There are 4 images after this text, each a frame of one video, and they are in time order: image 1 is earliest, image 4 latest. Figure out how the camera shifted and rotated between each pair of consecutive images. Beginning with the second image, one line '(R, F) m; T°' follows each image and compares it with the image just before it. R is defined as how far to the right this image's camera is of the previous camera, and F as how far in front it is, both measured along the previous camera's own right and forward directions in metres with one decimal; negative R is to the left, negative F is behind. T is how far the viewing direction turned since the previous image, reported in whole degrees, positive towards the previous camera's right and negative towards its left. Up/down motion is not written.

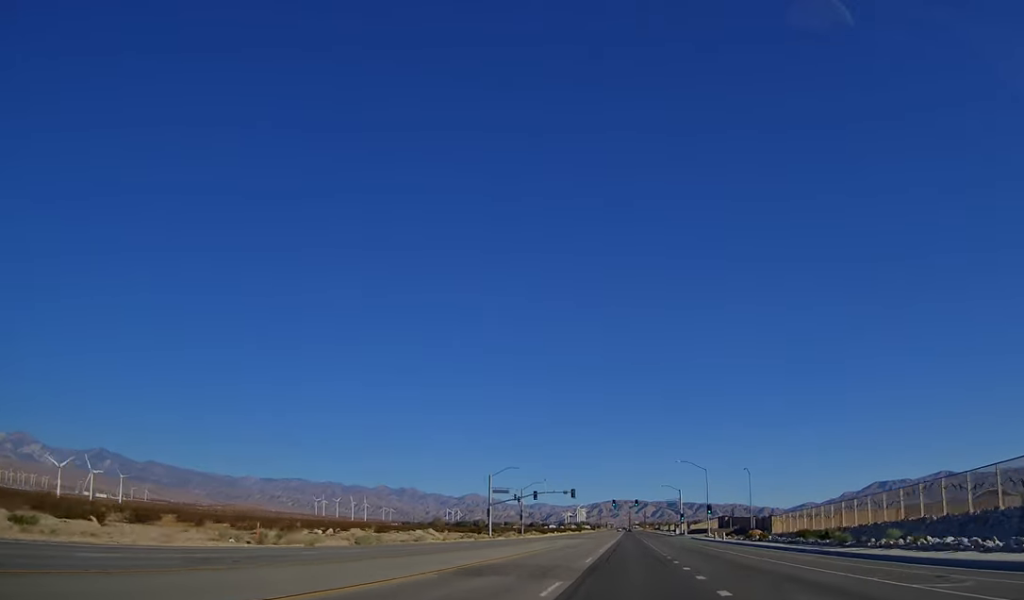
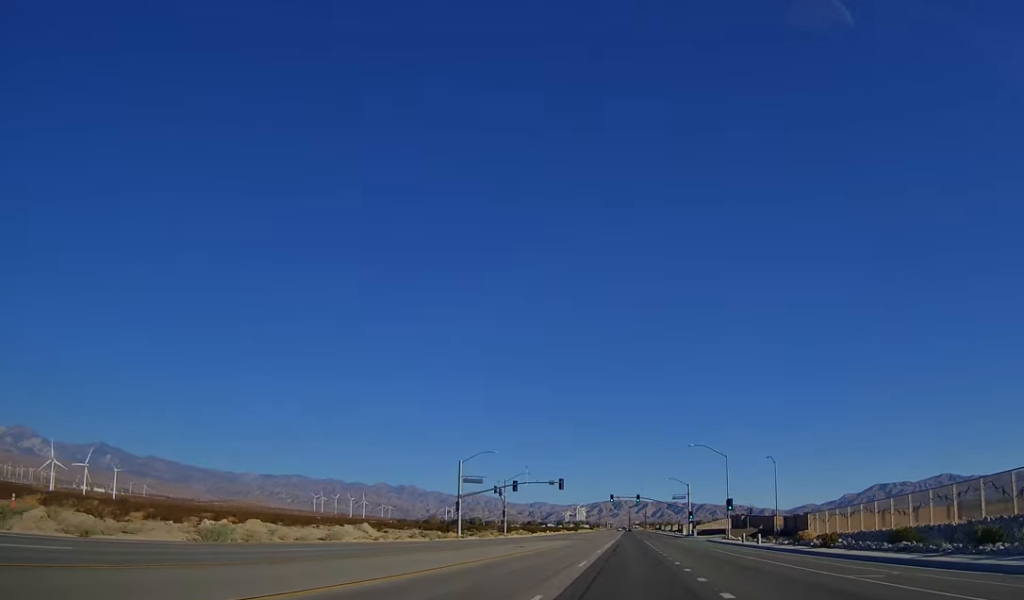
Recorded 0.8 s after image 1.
(0.0, +18.2) m; 0°
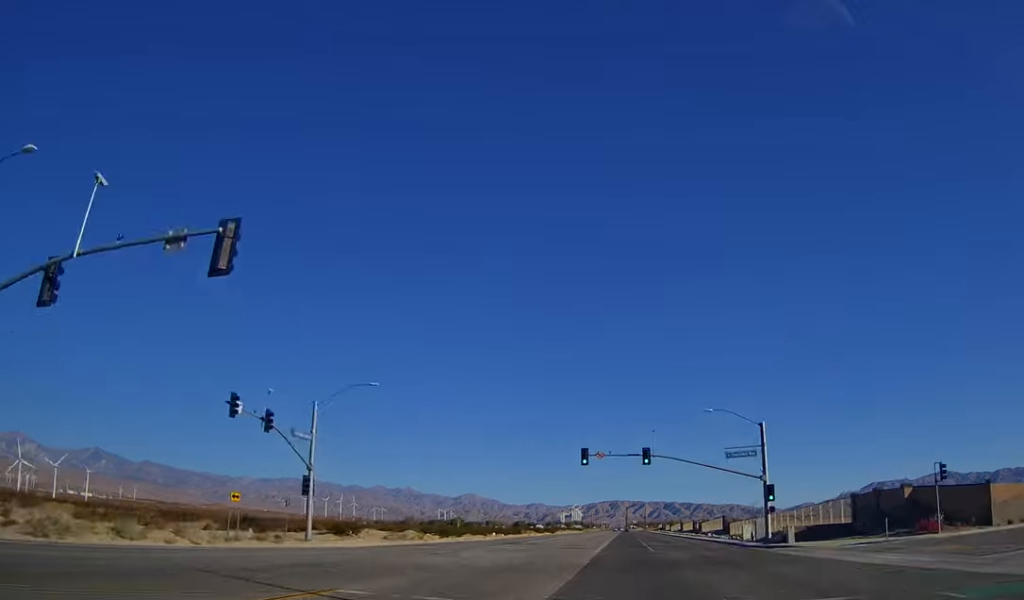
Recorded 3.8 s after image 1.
(-0.4, +71.1) m; 0°
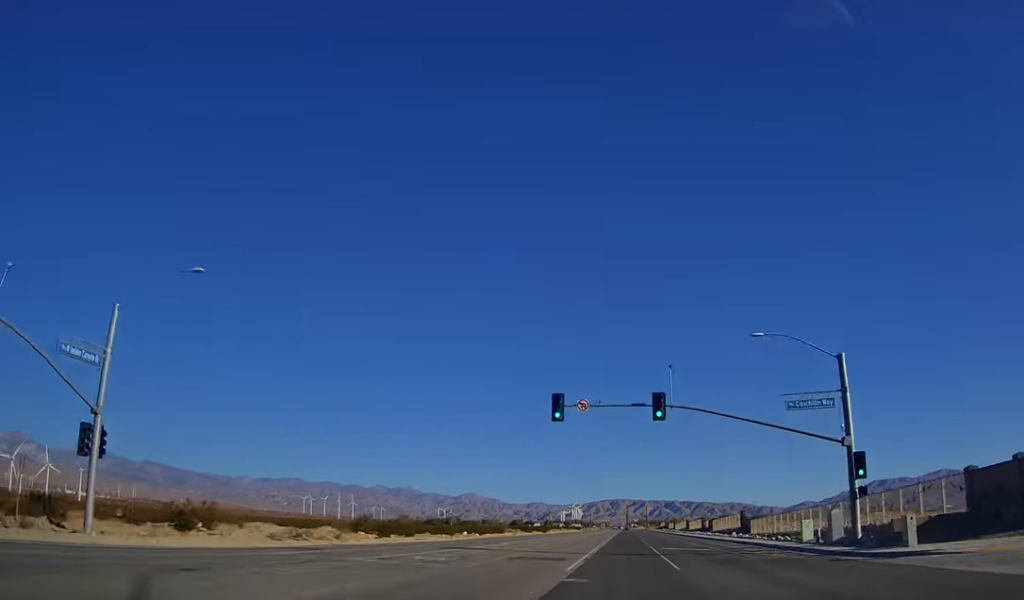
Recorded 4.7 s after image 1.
(-0.2, +21.0) m; 0°
